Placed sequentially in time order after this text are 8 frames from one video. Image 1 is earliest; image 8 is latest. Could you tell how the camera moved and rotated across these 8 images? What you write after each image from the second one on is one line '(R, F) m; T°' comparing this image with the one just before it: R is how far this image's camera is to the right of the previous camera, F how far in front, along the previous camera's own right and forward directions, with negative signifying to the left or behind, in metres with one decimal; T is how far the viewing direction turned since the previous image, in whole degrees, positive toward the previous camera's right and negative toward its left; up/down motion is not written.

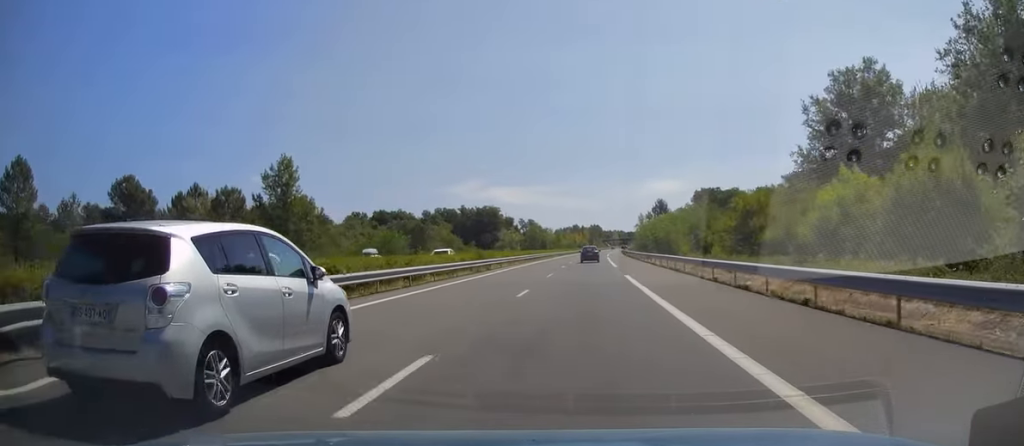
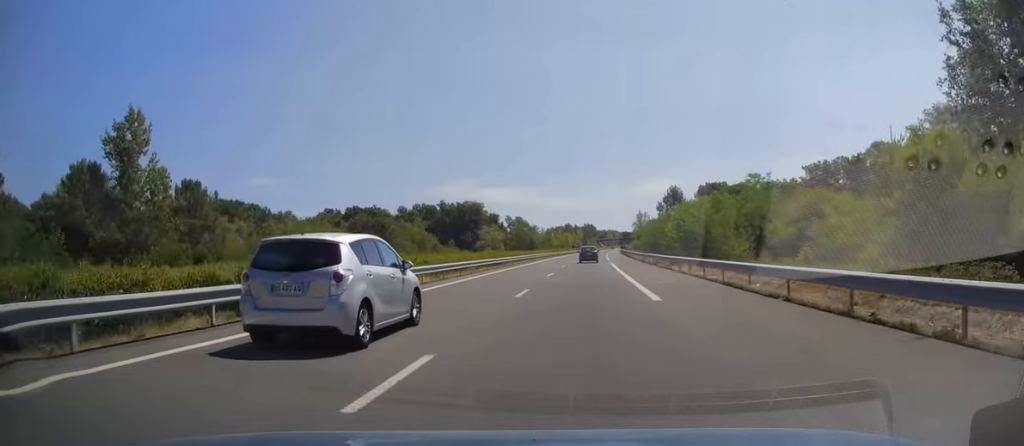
(0.0, +25.9) m; 0°
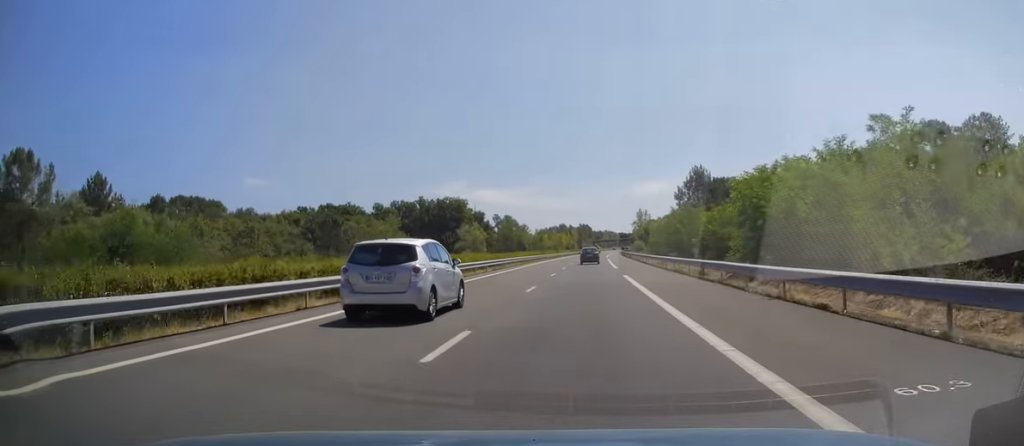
(-0.4, +23.5) m; +1°
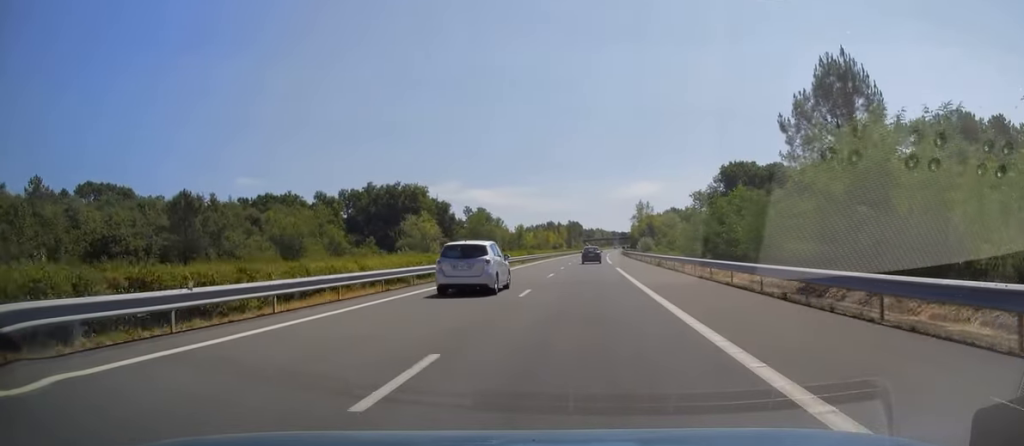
(+0.9, +41.5) m; +1°
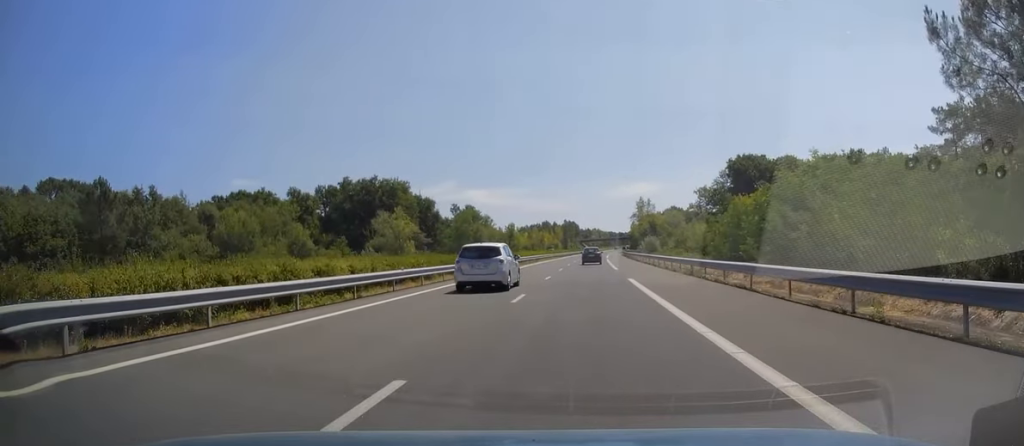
(-0.2, +14.7) m; 0°
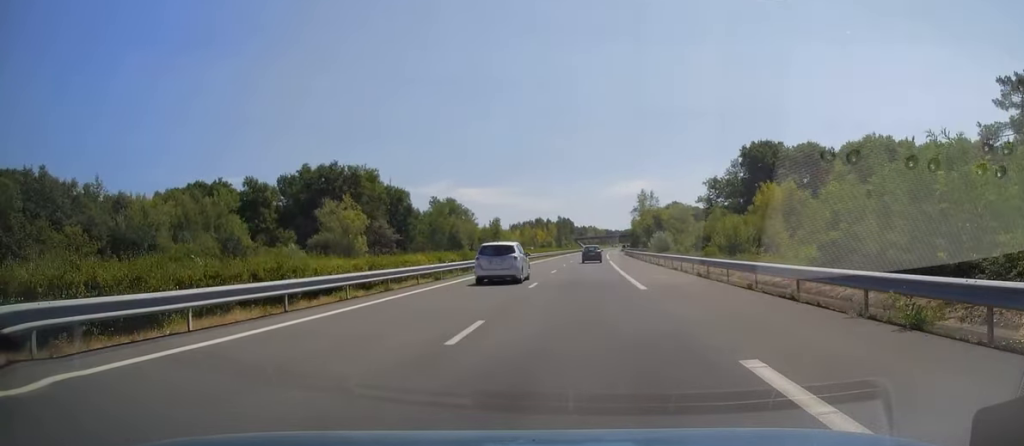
(+0.2, +20.5) m; +1°
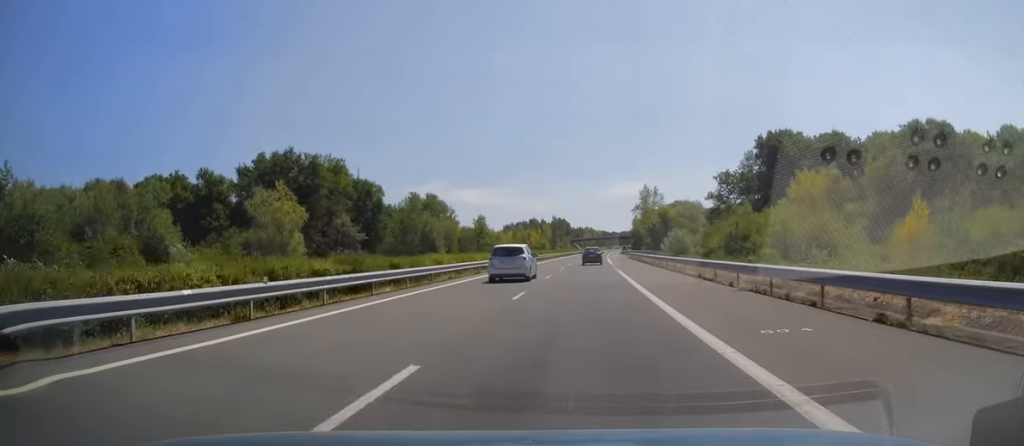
(+0.1, +17.6) m; +1°
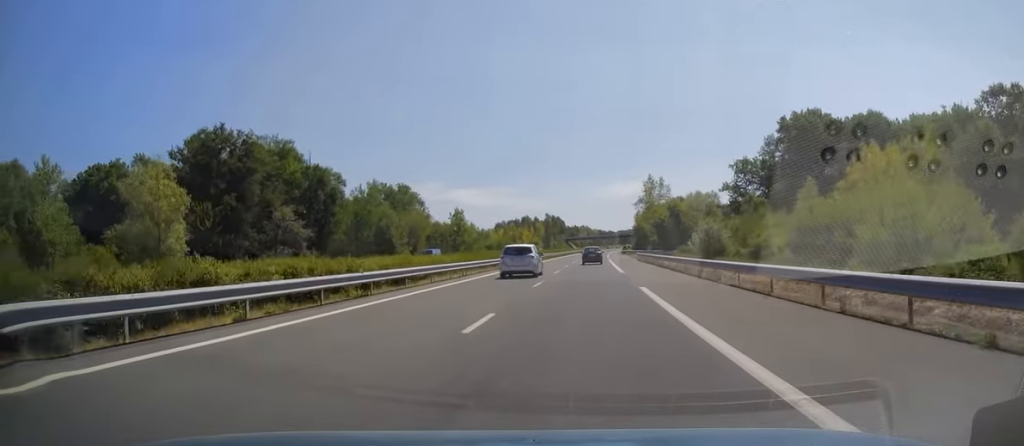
(+0.3, +20.1) m; 0°
